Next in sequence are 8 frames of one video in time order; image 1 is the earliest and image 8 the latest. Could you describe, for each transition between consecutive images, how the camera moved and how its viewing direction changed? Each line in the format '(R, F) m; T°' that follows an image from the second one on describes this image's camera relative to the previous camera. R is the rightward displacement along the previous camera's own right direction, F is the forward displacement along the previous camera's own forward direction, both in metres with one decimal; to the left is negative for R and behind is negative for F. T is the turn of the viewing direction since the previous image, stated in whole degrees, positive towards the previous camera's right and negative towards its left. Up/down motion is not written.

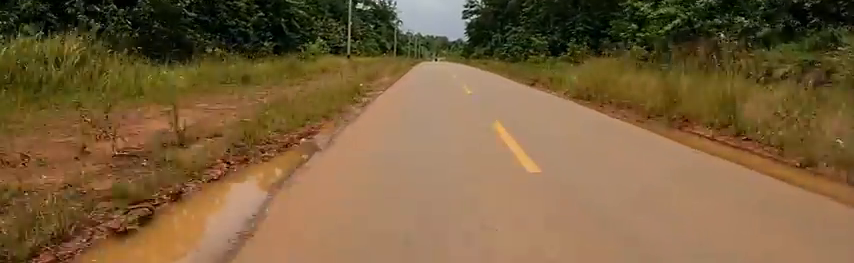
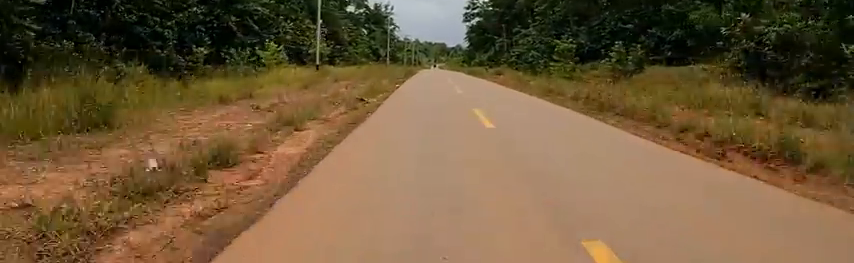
(+0.3, +12.2) m; +5°
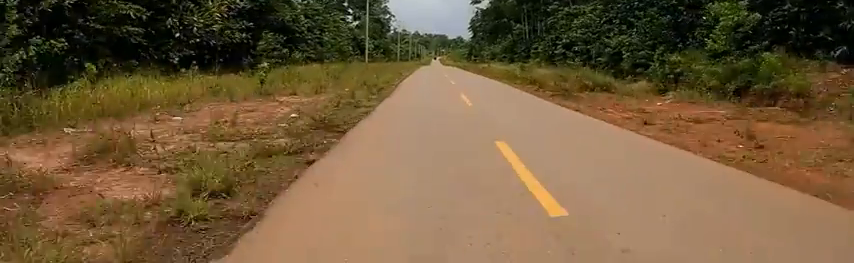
(+0.8, +27.6) m; -1°
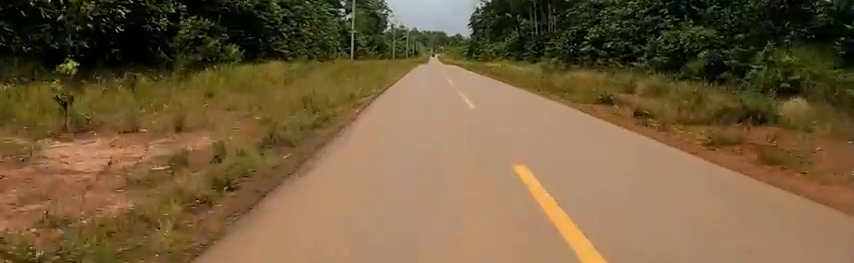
(-0.1, +9.1) m; -1°
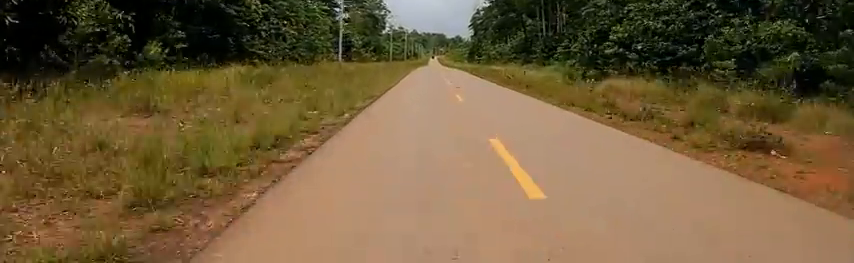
(0.0, +5.7) m; 0°
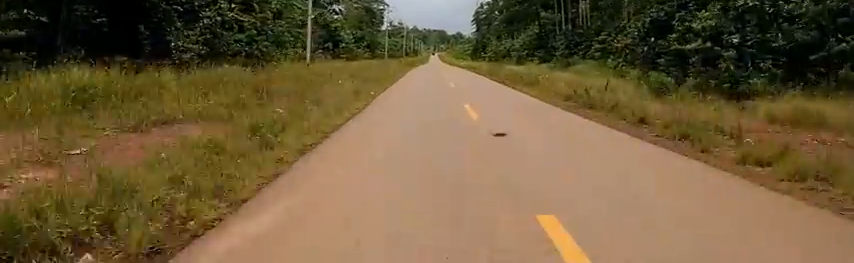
(0.0, +11.1) m; 0°
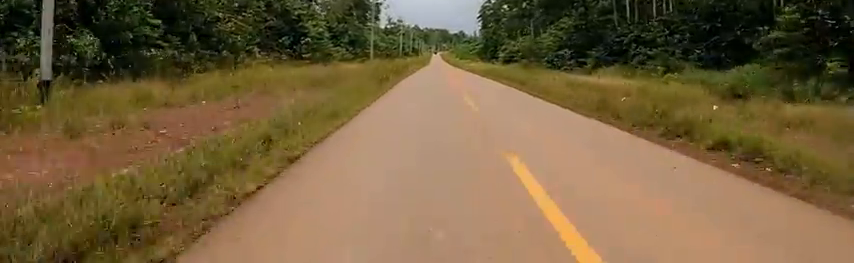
(0.0, +22.4) m; 0°
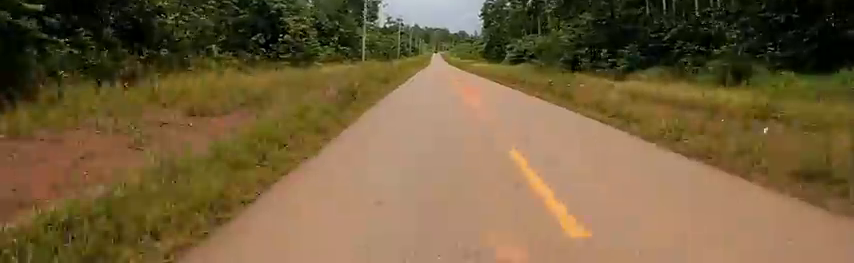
(0.0, +7.5) m; 0°
